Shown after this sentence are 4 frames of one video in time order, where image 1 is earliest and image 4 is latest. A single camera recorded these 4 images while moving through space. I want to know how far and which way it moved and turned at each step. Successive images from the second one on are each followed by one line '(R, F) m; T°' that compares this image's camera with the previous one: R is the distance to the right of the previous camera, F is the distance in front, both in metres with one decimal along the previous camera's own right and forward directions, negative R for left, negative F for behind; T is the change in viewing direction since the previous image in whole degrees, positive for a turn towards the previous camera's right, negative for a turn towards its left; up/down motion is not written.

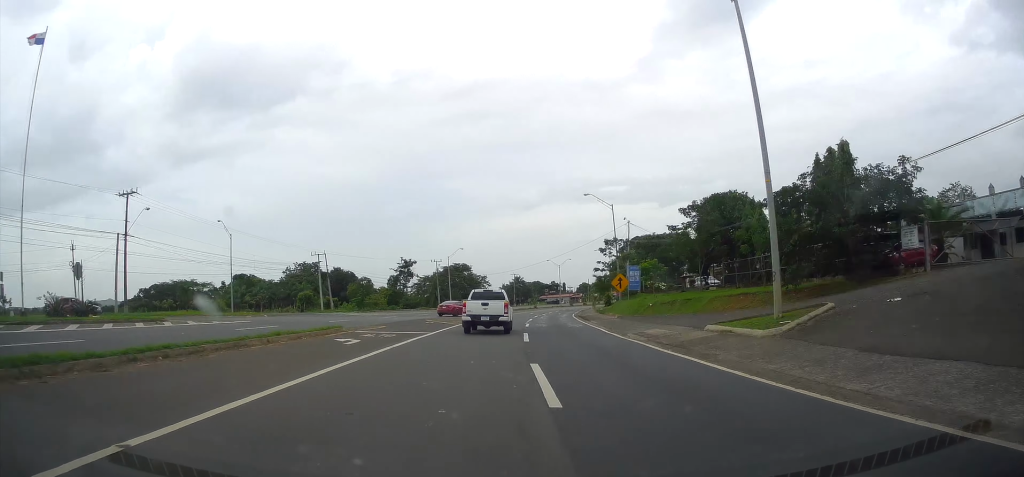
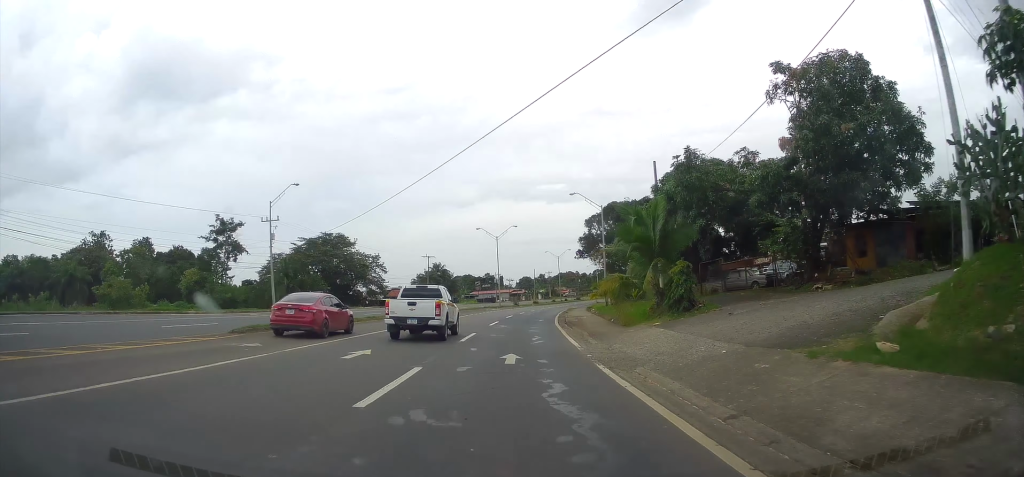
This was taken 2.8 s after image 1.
(+4.4, +61.0) m; +7°
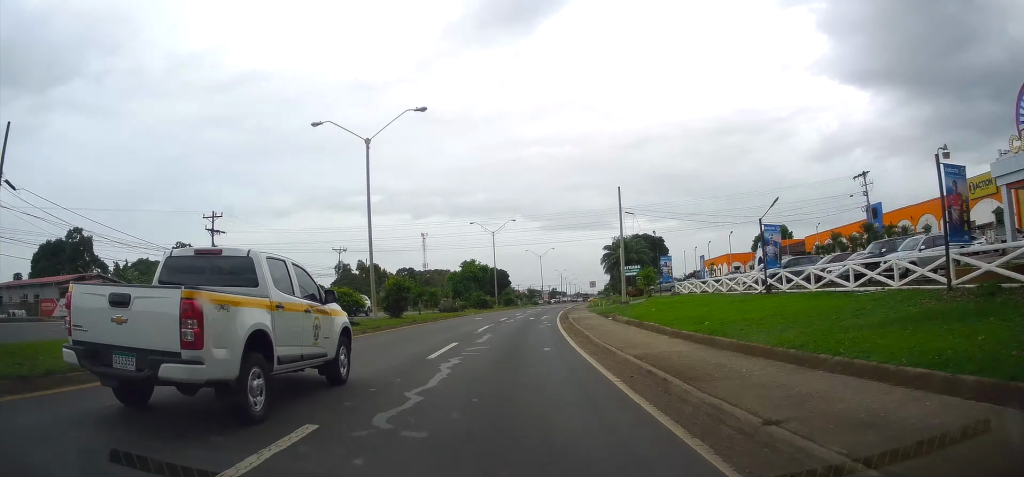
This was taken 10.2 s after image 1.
(+22.5, +156.2) m; +18°
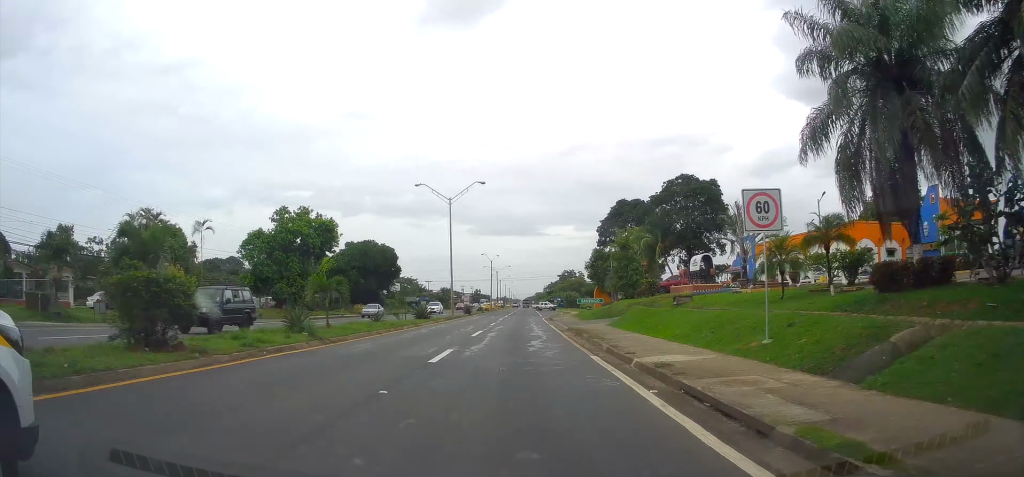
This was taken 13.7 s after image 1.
(+5.0, +74.3) m; +7°
